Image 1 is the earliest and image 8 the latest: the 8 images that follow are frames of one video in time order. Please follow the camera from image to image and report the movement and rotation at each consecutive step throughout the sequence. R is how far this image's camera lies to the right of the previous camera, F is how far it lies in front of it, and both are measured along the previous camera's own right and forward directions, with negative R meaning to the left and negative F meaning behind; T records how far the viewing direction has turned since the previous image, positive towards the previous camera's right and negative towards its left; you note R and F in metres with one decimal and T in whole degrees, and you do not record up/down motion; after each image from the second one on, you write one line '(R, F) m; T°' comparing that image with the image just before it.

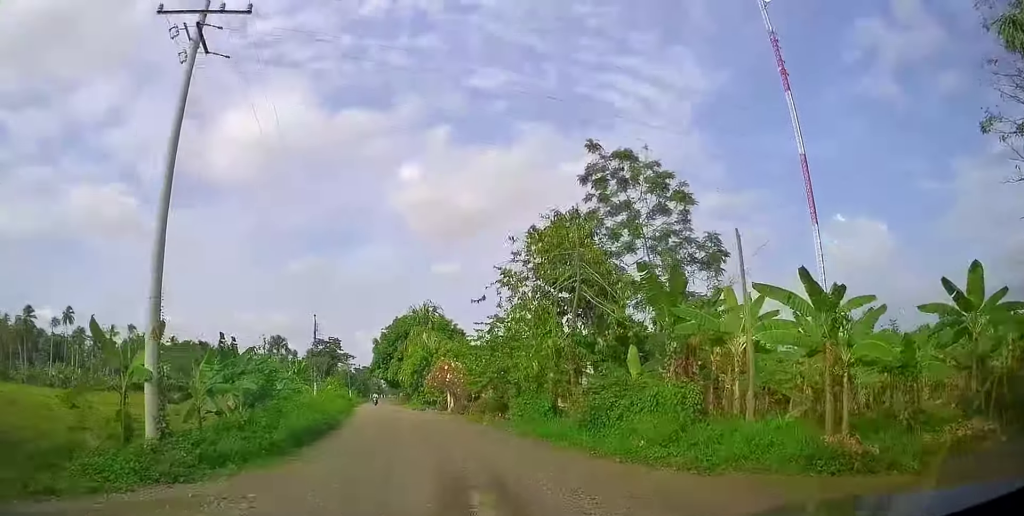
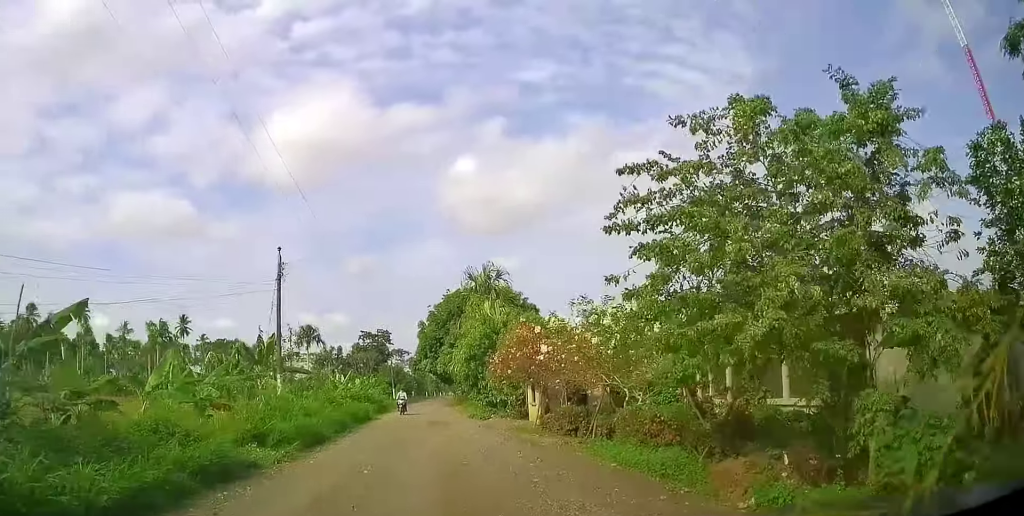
(0.0, +18.9) m; -4°
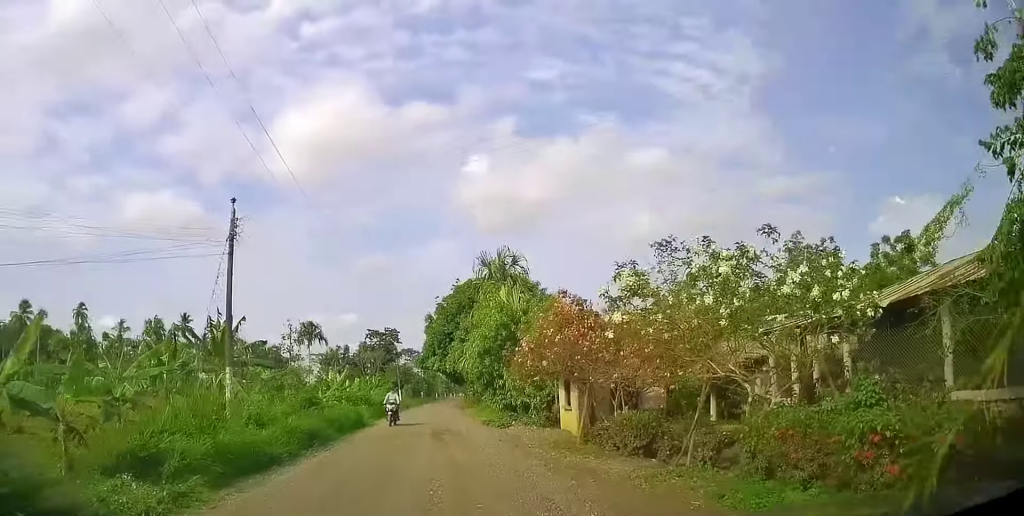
(-0.6, +5.7) m; -2°
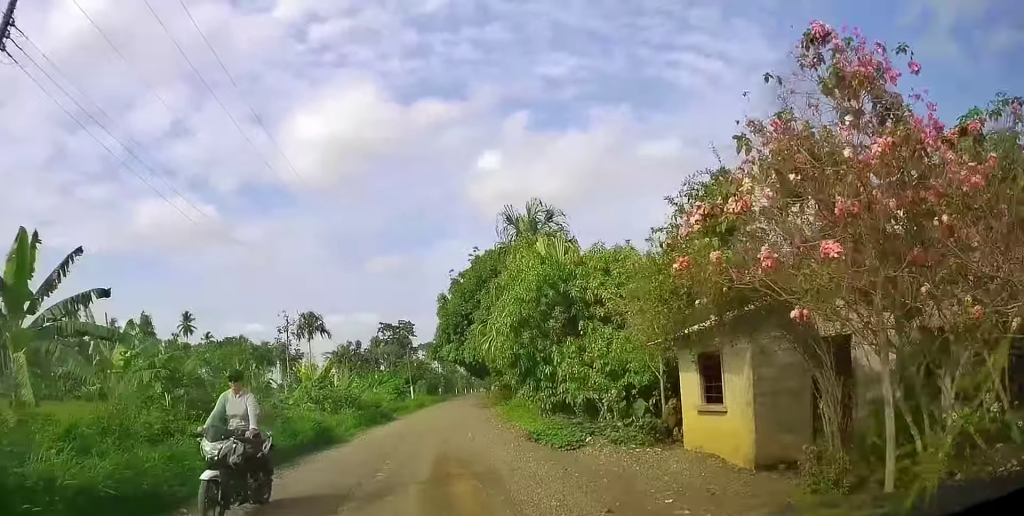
(-0.4, +10.4) m; -3°
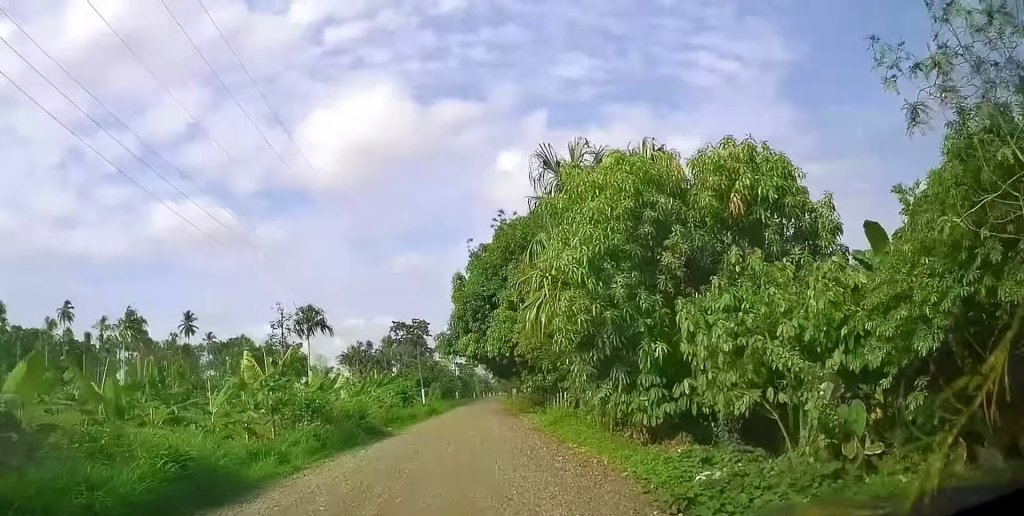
(0.0, +9.3) m; -2°
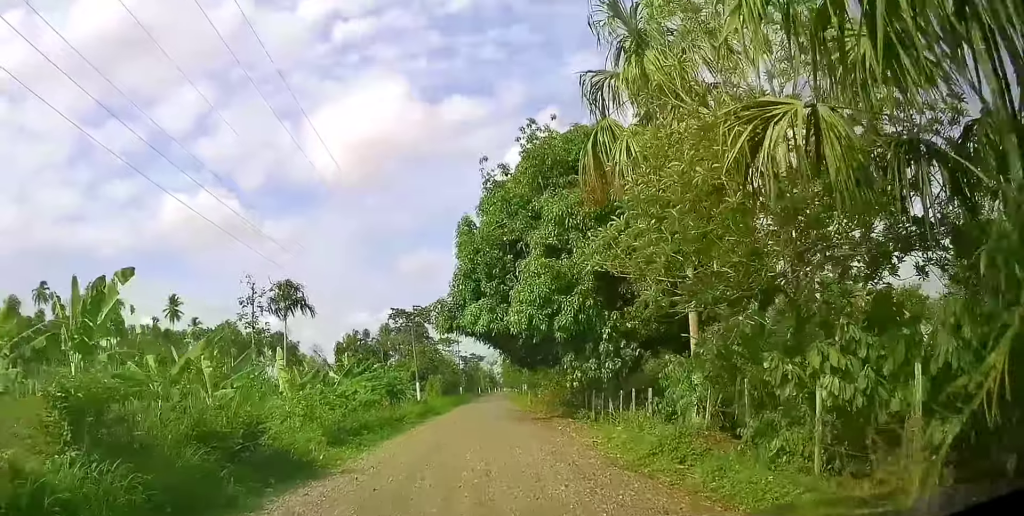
(-0.3, +11.4) m; -1°
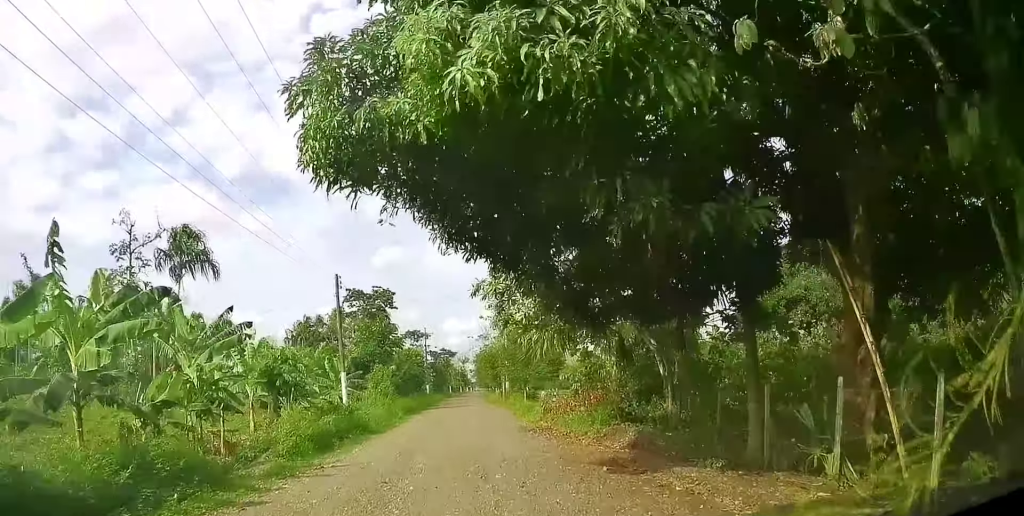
(+0.4, +18.5) m; -1°
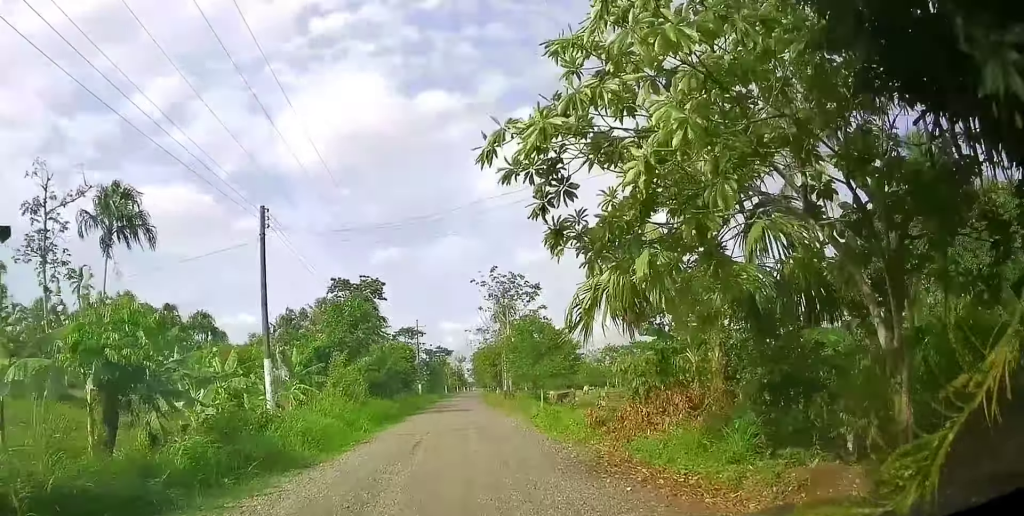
(-0.3, +9.3) m; +2°
